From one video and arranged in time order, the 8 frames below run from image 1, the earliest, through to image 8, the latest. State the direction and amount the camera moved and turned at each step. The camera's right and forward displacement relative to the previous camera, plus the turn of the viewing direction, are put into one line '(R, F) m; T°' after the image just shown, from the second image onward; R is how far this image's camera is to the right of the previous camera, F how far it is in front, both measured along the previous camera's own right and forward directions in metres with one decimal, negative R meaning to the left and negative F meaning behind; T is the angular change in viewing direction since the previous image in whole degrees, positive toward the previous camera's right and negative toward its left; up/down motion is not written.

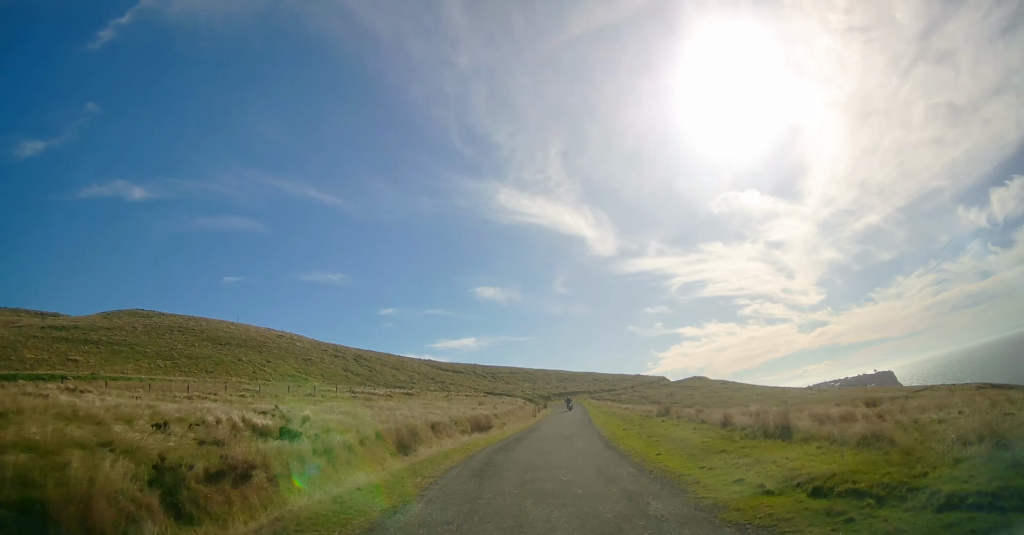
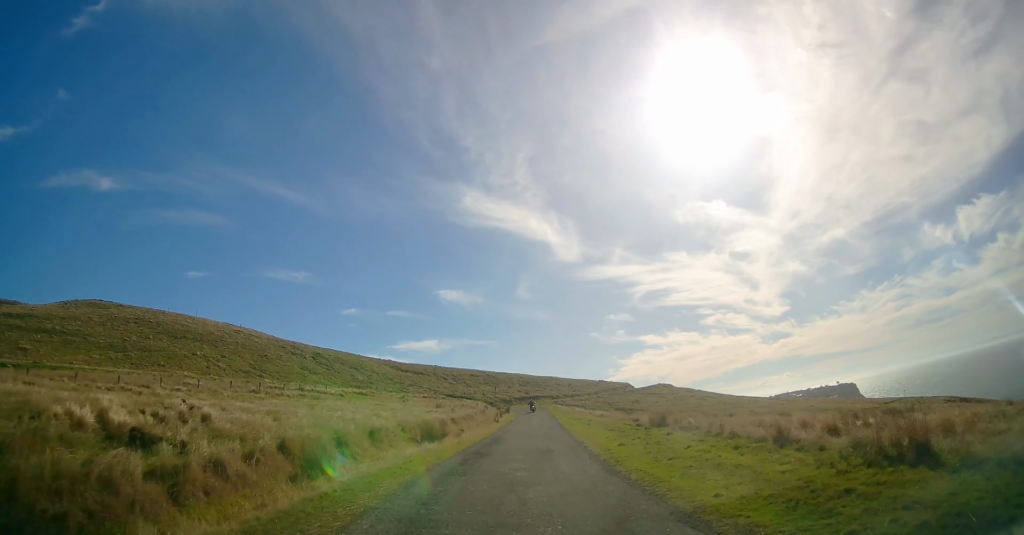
(+0.5, +5.3) m; +4°
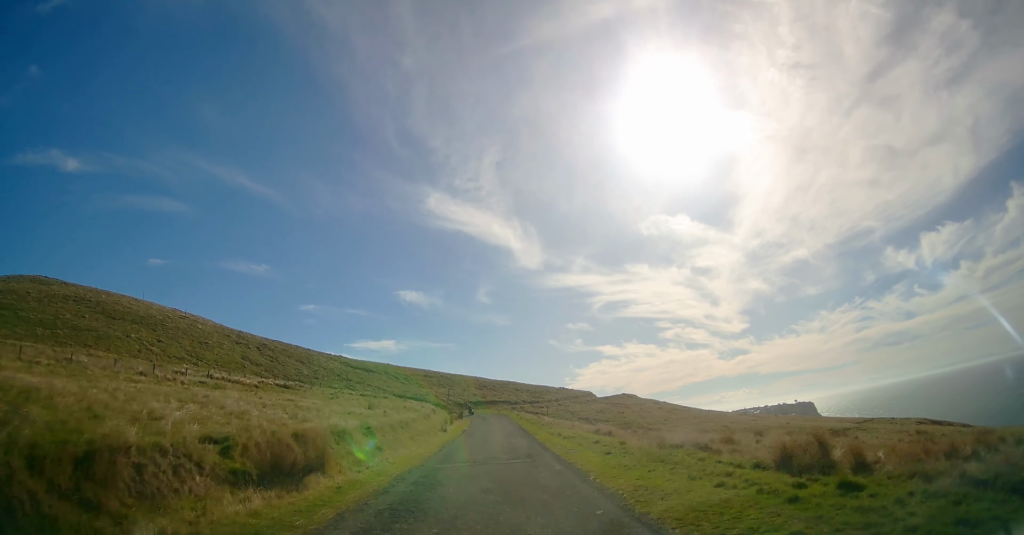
(+0.2, +13.8) m; +3°
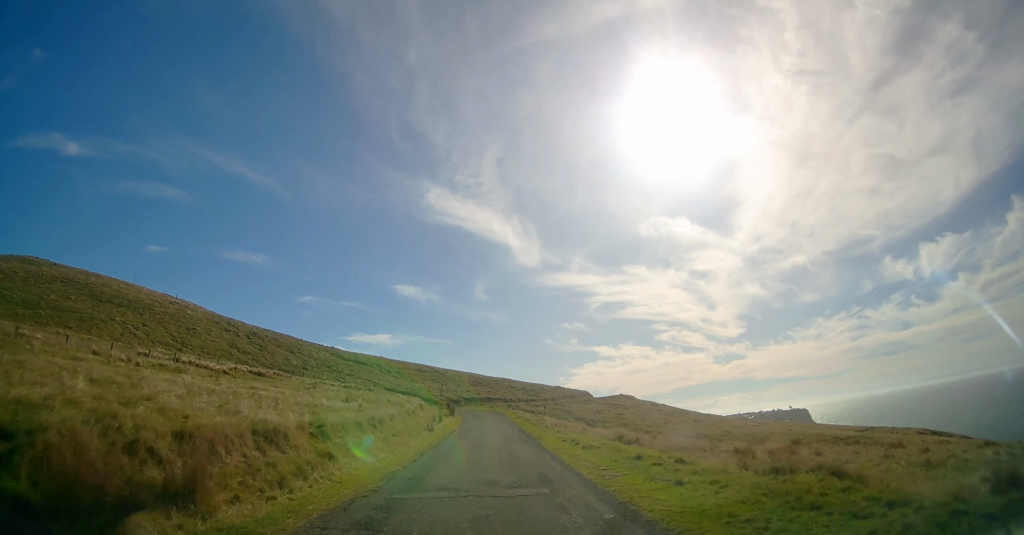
(0.0, +6.0) m; +4°
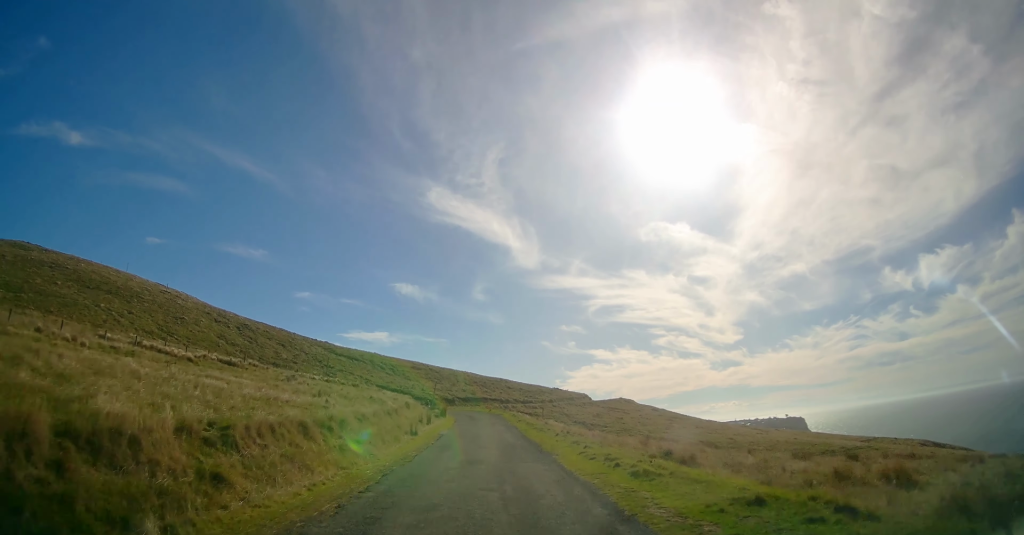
(+0.3, +6.1) m; +2°
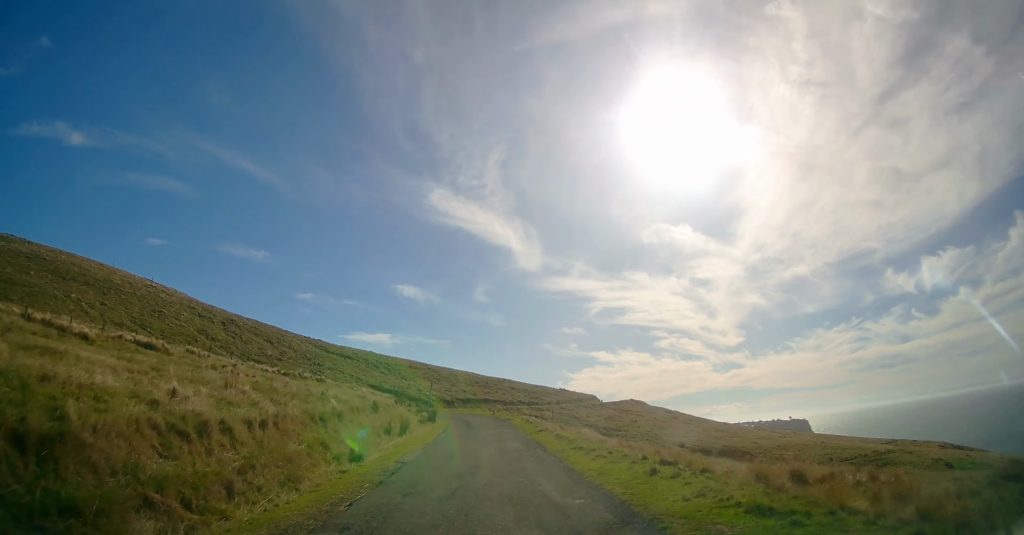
(+0.2, +13.8) m; -2°
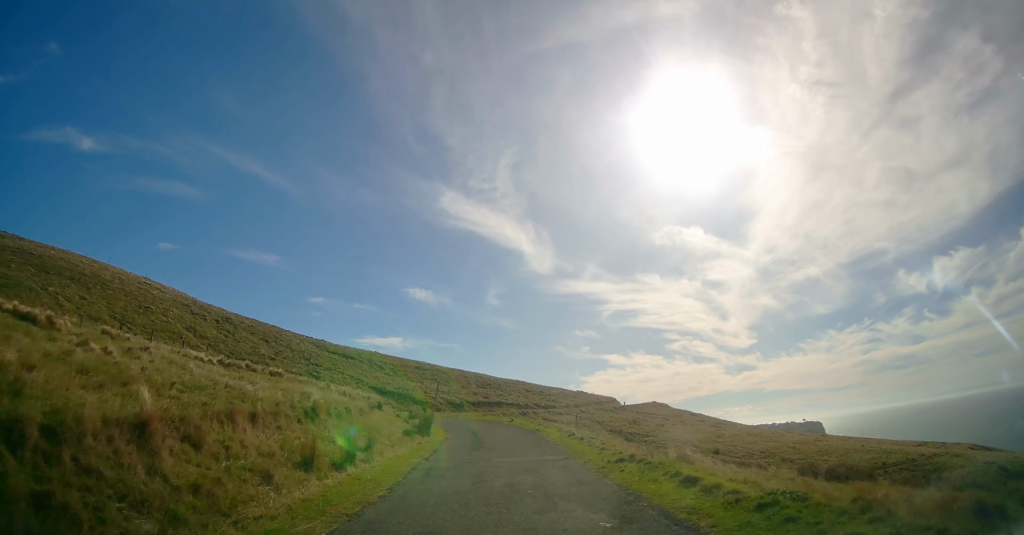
(-0.5, +12.8) m; -2°
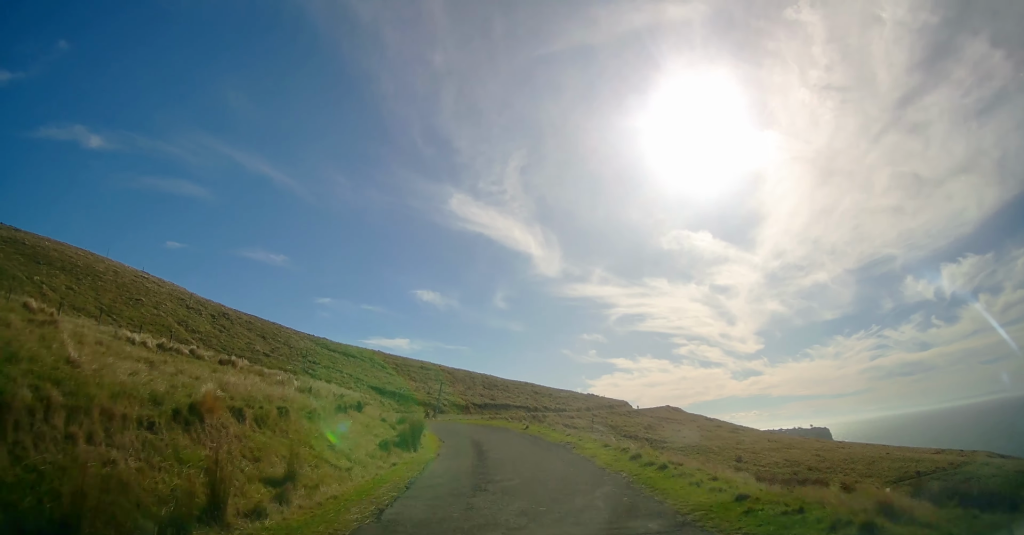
(0.0, +7.9) m; -2°
